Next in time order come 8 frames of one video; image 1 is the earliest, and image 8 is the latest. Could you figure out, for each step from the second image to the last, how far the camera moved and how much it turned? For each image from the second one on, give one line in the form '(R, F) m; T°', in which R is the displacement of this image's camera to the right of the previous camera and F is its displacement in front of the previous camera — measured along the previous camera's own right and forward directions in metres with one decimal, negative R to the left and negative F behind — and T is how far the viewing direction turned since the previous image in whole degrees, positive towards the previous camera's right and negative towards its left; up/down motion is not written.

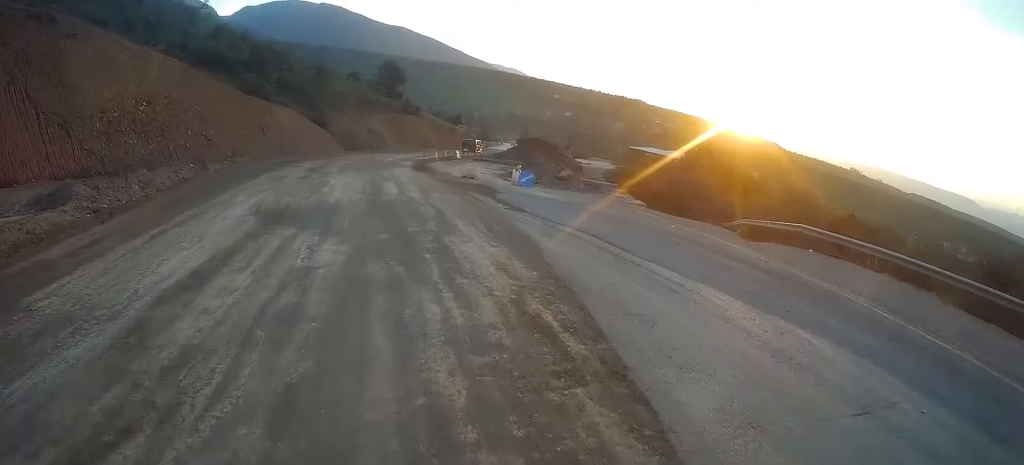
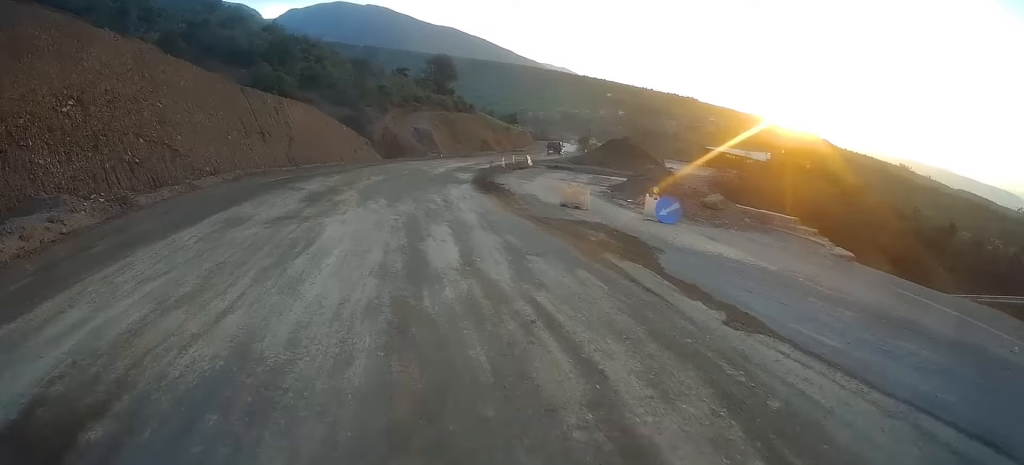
(-1.8, +12.4) m; -6°
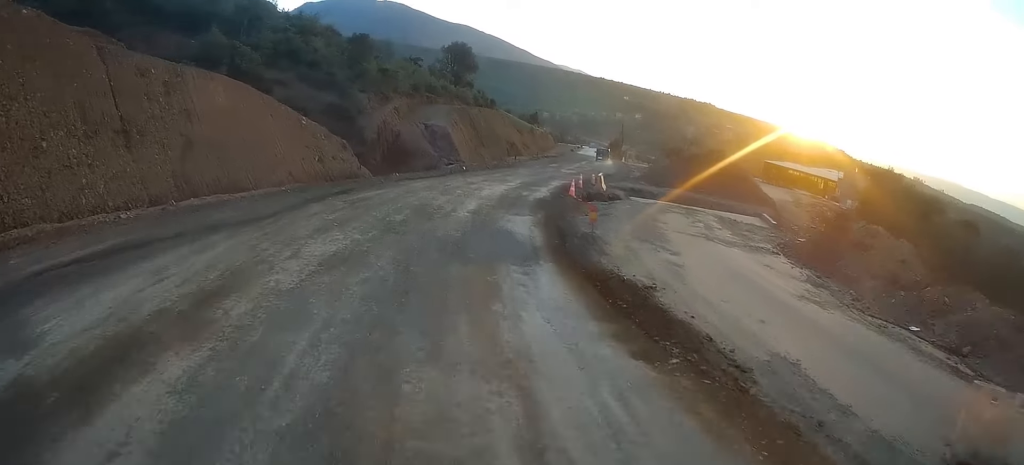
(+0.3, +16.5) m; +5°
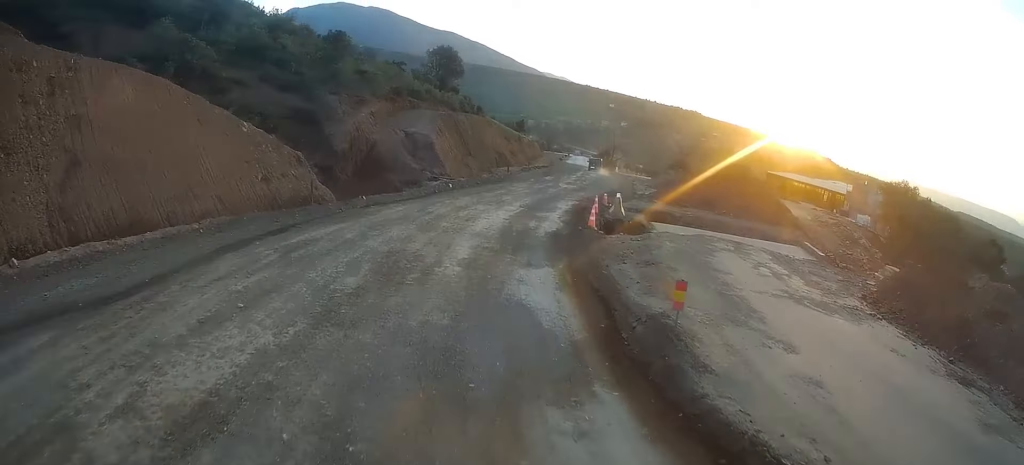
(+0.6, +5.7) m; +6°
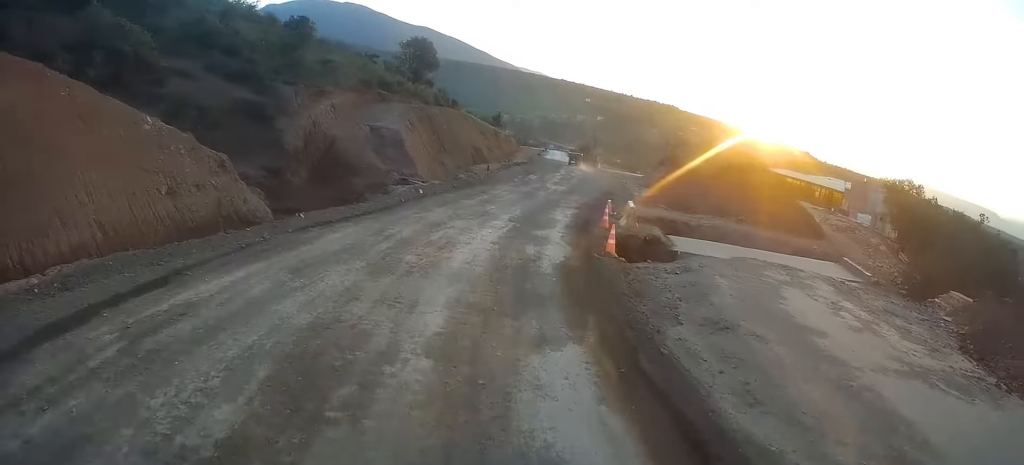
(+0.2, +5.0) m; +5°
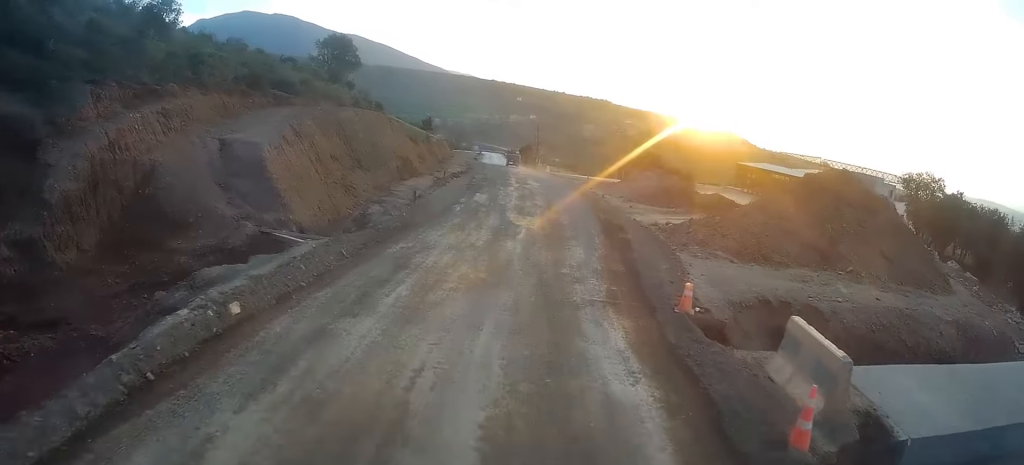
(+1.1, +13.3) m; +6°
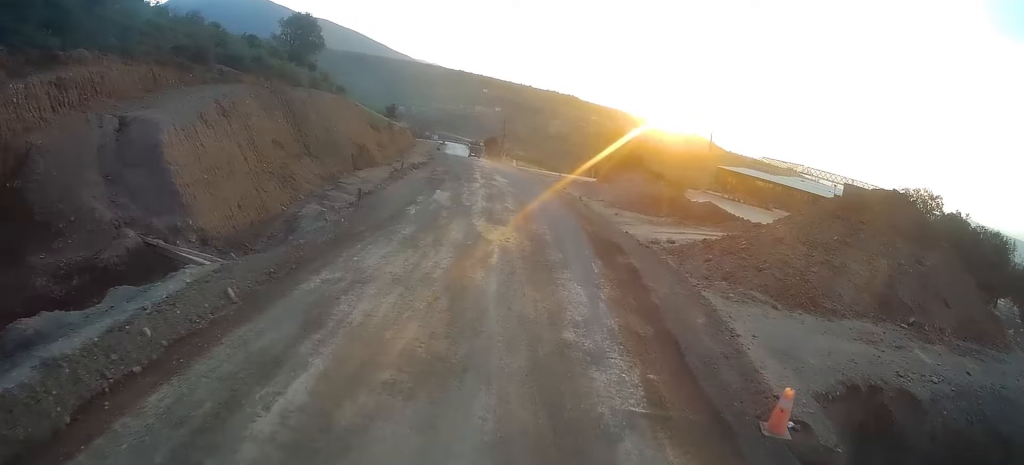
(+0.2, +4.8) m; +1°
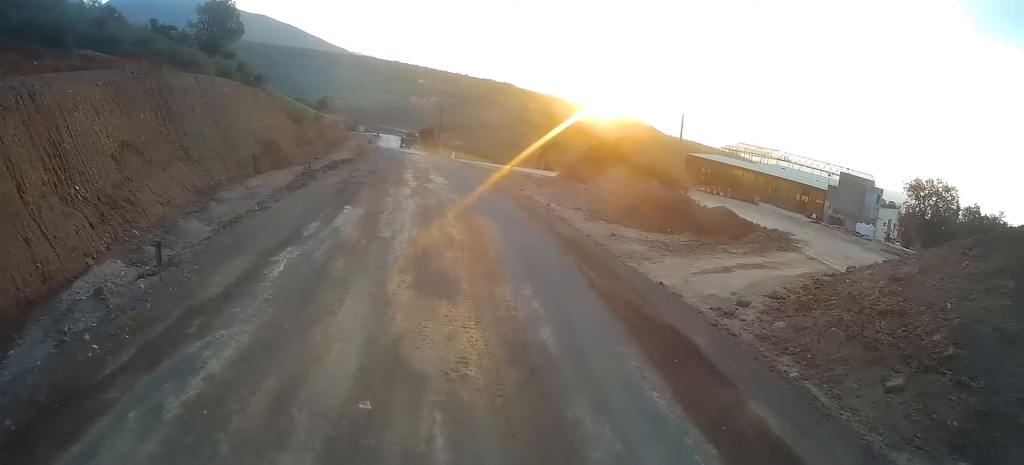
(-0.1, +9.3) m; +3°
